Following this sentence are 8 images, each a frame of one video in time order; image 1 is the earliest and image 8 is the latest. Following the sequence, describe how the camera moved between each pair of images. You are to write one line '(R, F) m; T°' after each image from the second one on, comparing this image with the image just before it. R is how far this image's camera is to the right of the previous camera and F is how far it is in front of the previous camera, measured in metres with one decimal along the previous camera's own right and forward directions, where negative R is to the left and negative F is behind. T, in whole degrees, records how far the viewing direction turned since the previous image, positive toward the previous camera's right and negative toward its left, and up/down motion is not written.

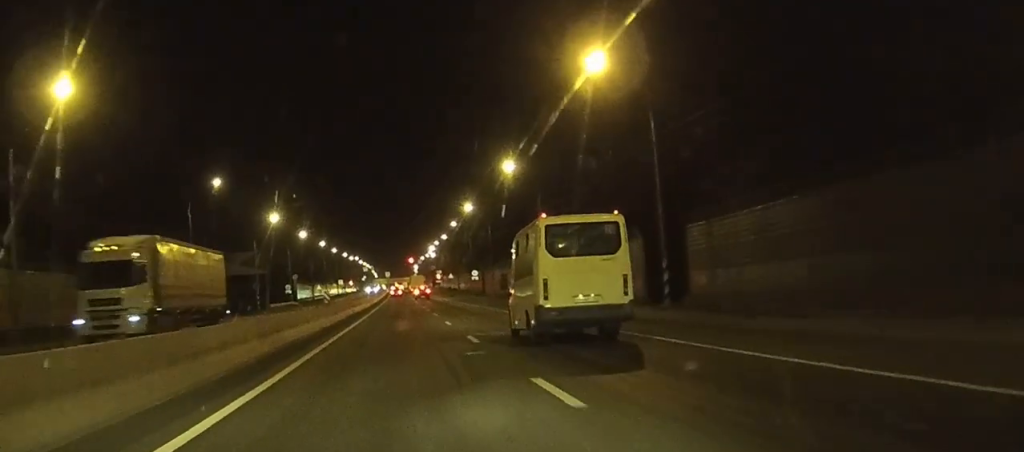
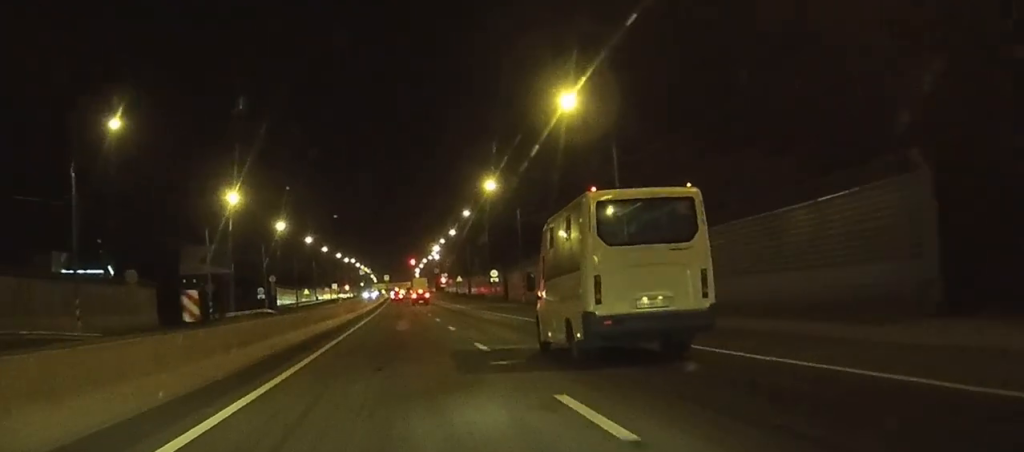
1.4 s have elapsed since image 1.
(-0.1, +26.3) m; 0°
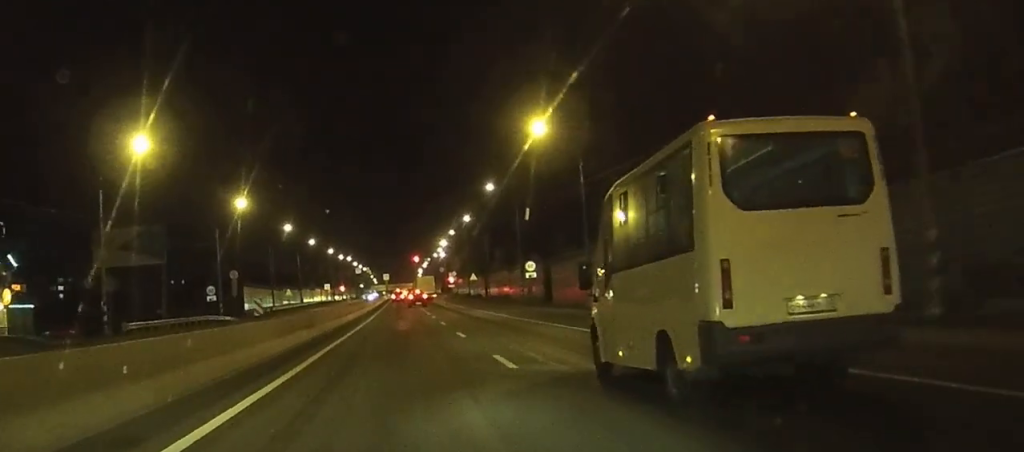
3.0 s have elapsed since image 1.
(+0.2, +28.8) m; 0°
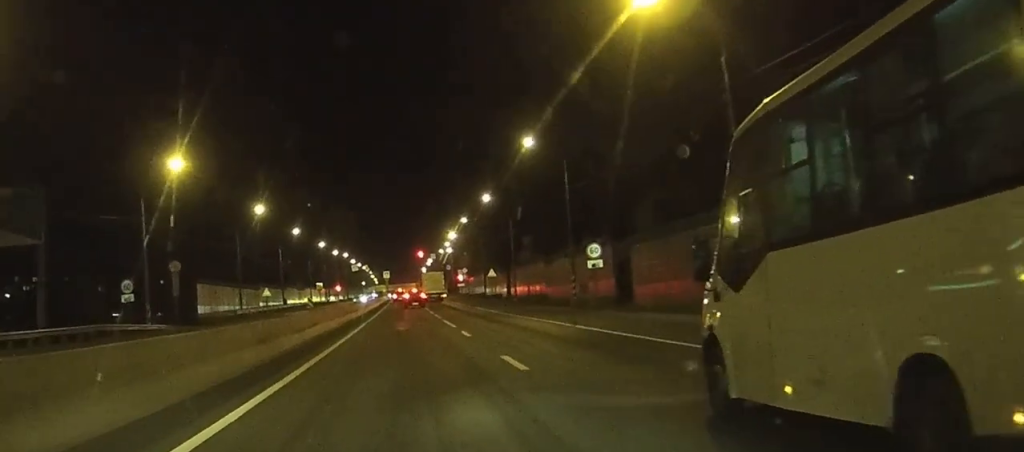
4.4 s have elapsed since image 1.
(-0.2, +24.8) m; 0°
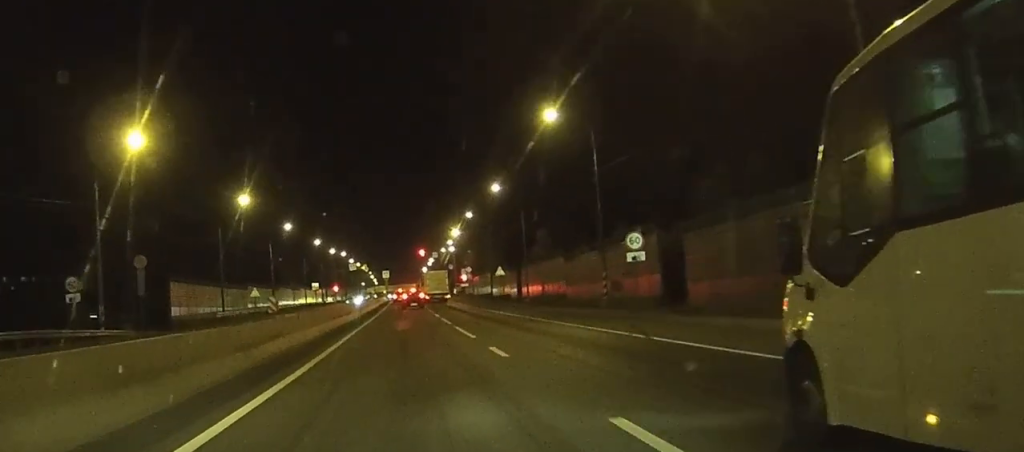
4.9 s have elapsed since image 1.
(0.0, +9.1) m; 0°
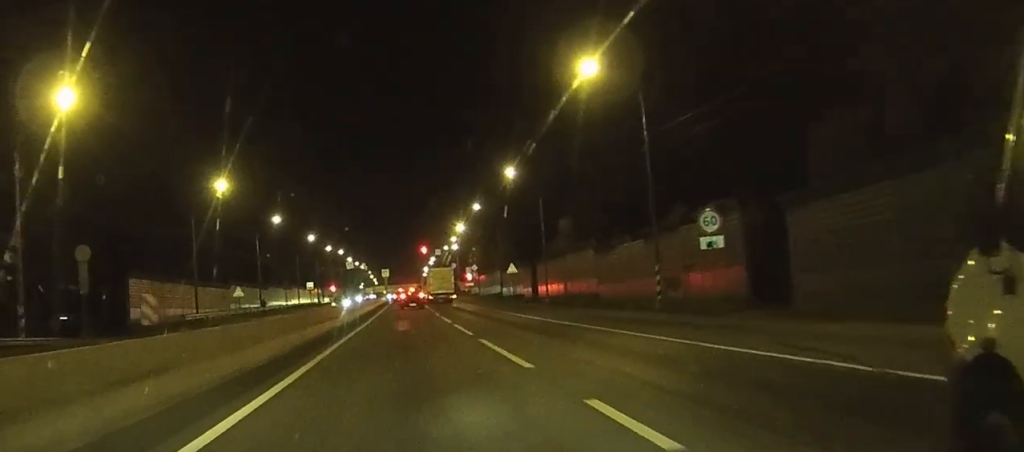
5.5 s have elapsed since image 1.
(0.0, +10.6) m; 0°
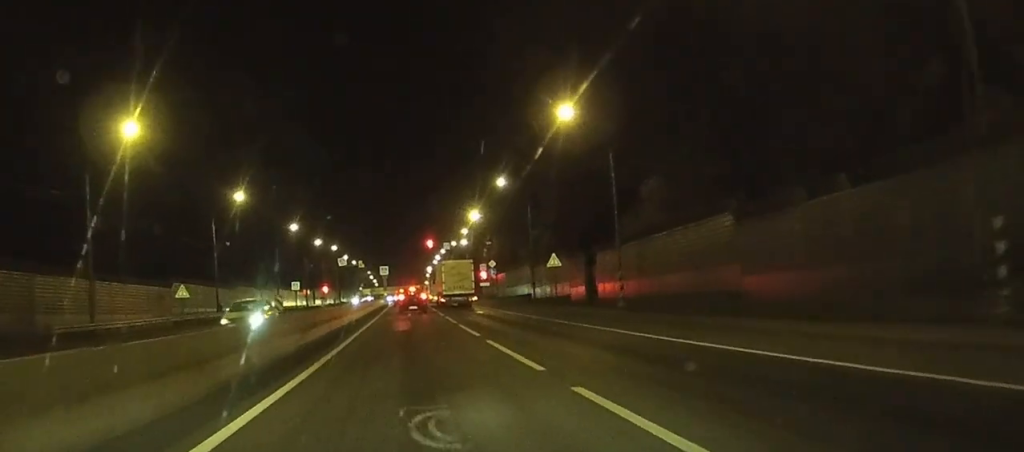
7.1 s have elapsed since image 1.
(0.0, +23.9) m; 0°
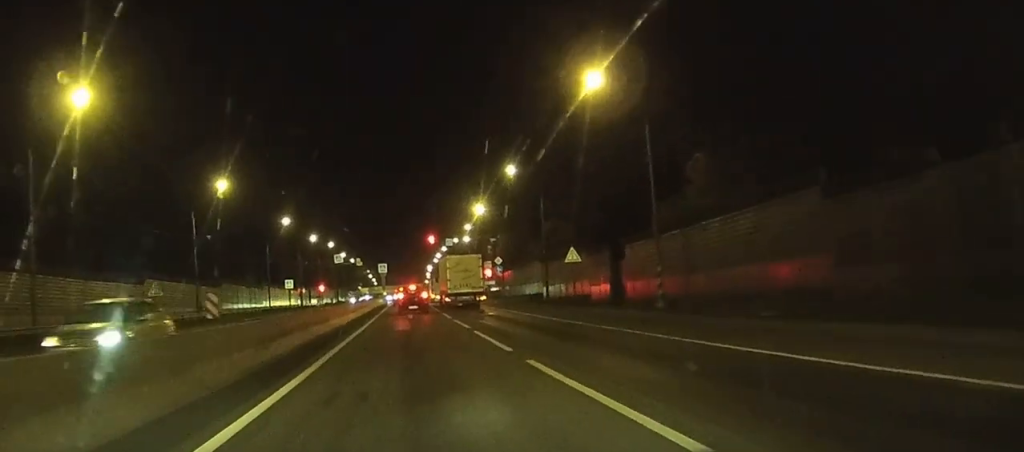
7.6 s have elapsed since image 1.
(0.0, +7.3) m; 0°
